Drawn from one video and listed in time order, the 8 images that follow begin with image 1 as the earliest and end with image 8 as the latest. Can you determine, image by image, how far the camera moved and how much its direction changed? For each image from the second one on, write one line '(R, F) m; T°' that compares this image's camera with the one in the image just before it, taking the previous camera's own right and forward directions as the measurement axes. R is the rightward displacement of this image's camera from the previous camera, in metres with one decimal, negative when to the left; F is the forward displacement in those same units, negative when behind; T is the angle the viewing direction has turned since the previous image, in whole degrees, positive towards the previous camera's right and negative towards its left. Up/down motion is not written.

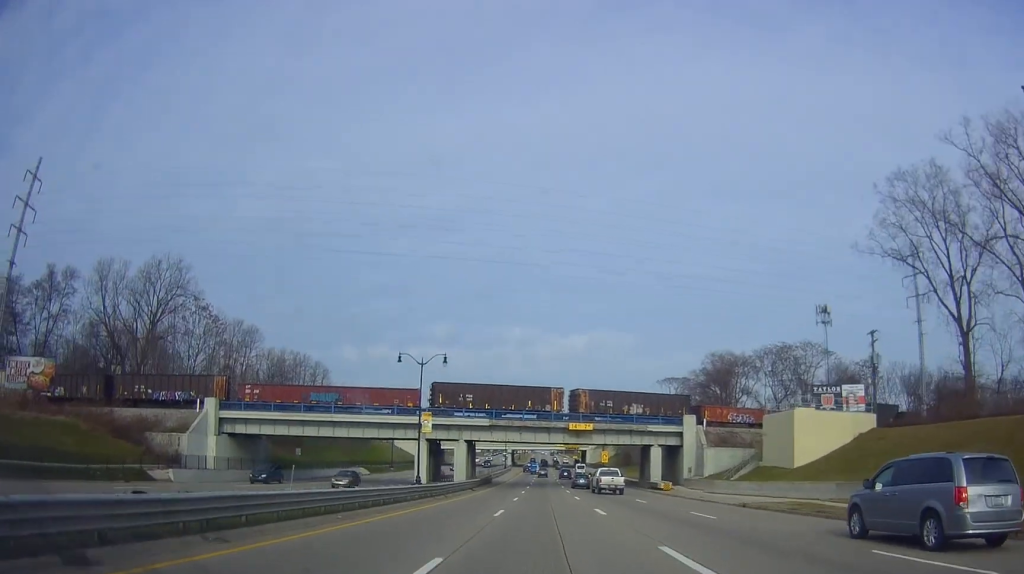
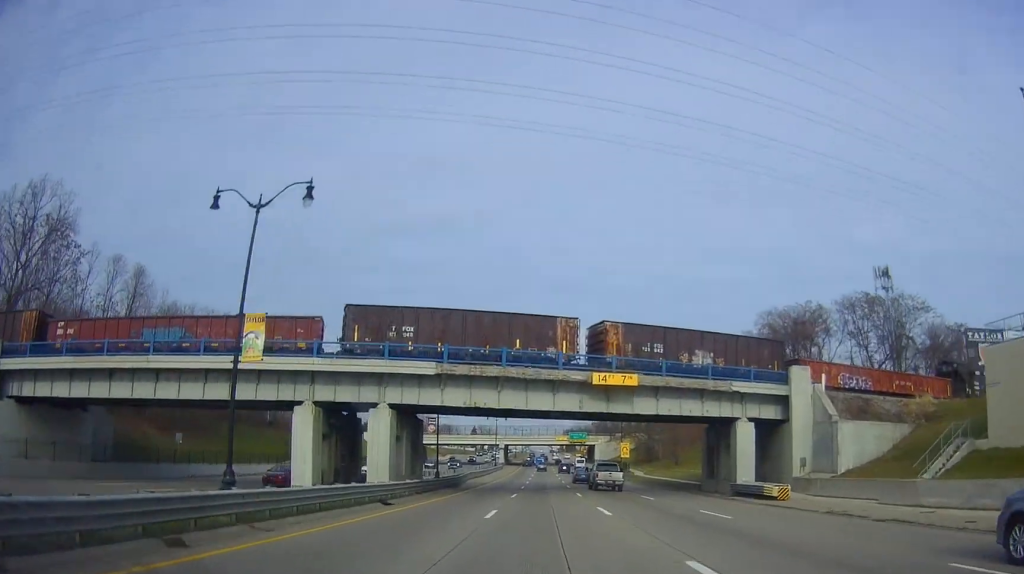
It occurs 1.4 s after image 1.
(+0.9, +32.6) m; +2°
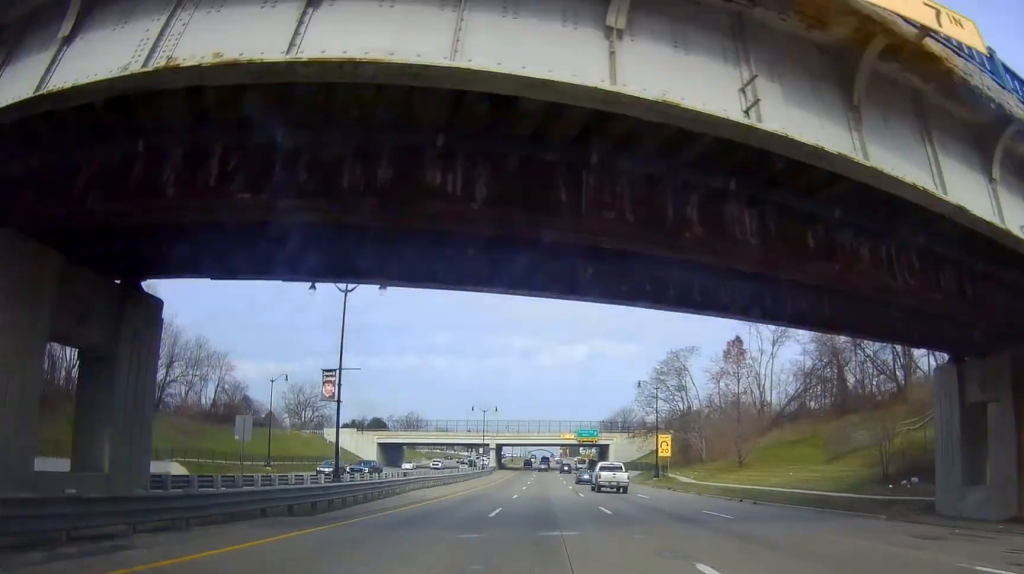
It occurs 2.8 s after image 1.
(-0.3, +30.7) m; -2°
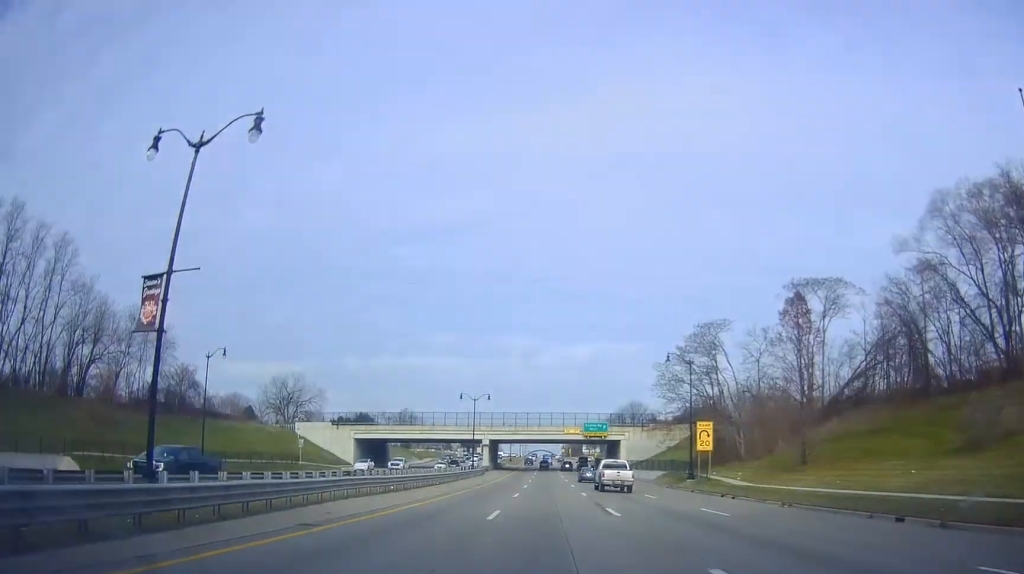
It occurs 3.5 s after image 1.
(-0.2, +16.2) m; 0°
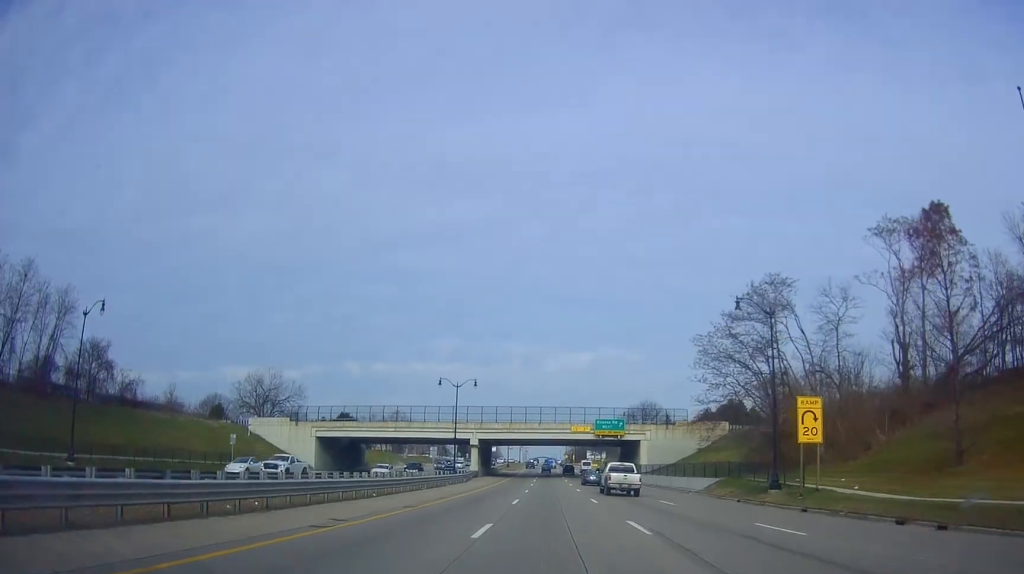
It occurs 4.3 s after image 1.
(-0.2, +20.1) m; +1°
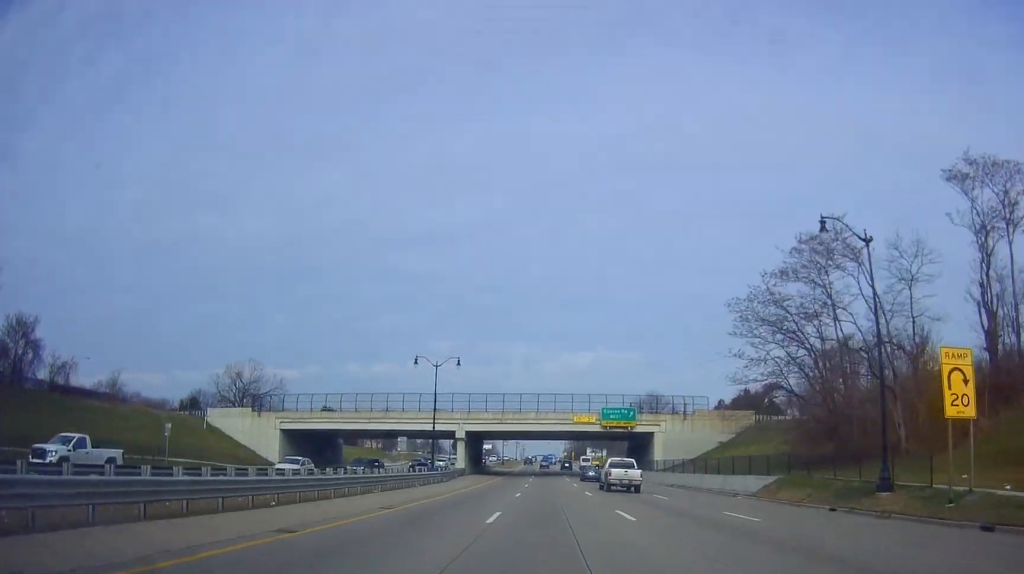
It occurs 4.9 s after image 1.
(+0.4, +12.4) m; 0°
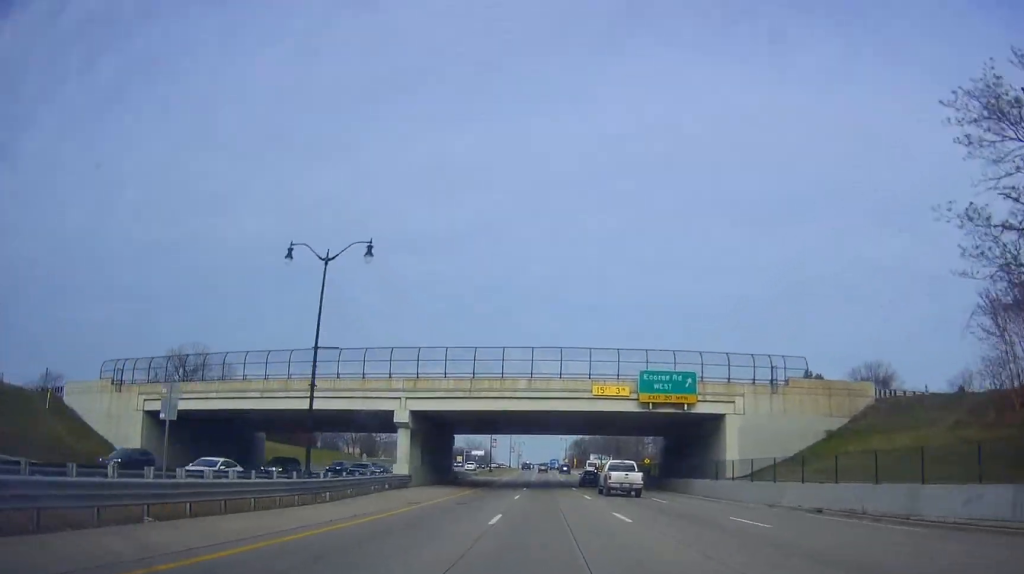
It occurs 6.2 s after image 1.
(-0.5, +30.3) m; 0°
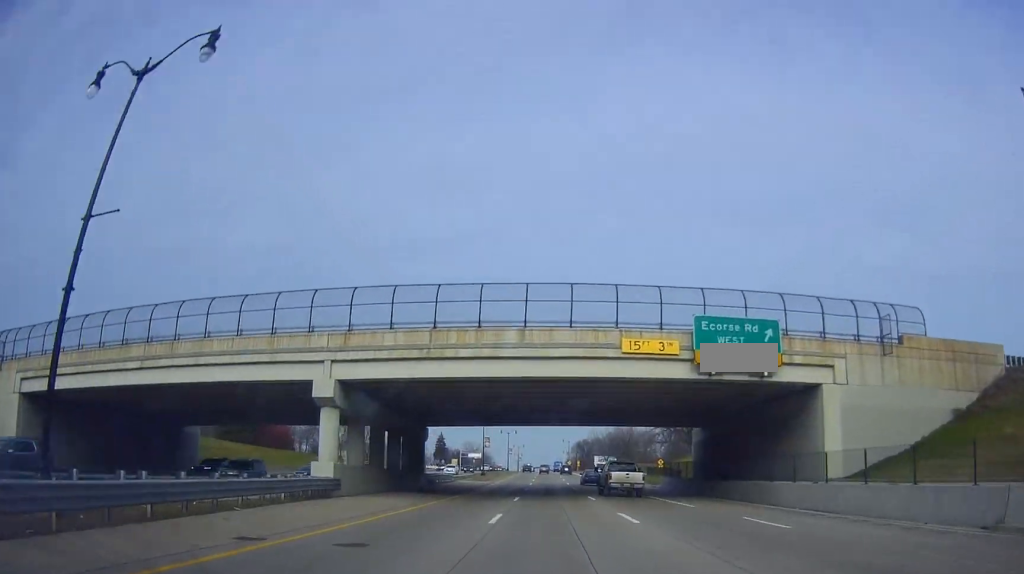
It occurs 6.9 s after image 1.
(+0.6, +16.4) m; +1°
